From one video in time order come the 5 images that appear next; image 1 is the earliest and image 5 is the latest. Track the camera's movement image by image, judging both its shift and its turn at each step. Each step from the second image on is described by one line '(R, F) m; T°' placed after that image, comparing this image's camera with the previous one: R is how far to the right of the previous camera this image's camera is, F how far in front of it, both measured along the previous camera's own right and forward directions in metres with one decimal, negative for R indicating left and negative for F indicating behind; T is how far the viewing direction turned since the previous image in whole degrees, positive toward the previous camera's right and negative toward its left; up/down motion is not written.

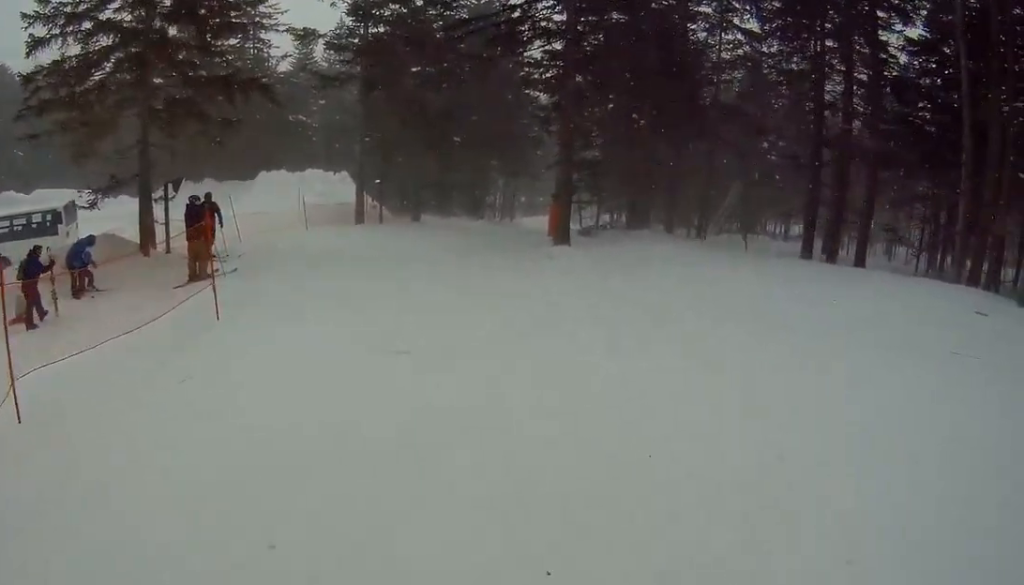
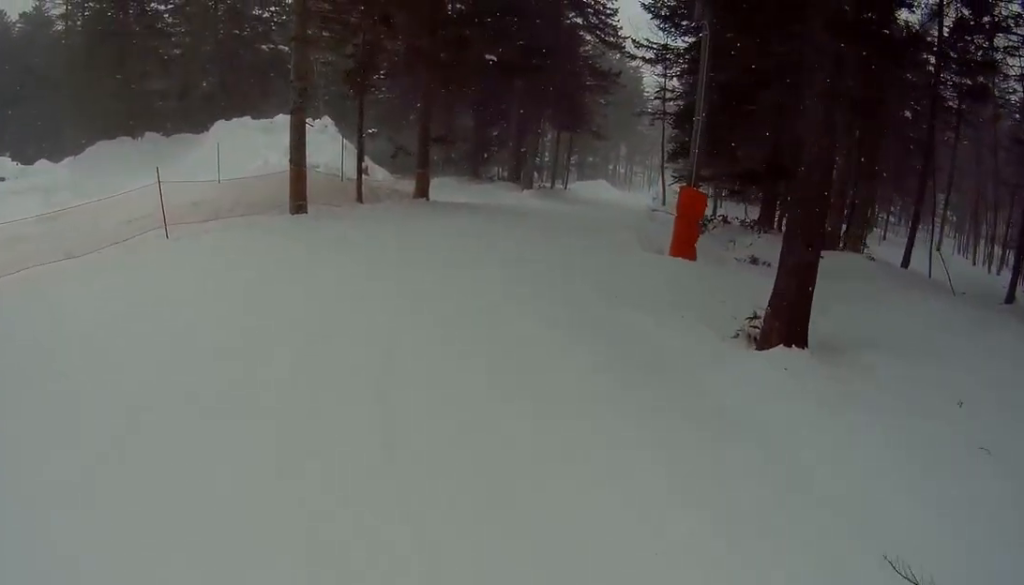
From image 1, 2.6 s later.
(+0.6, +13.9) m; -8°
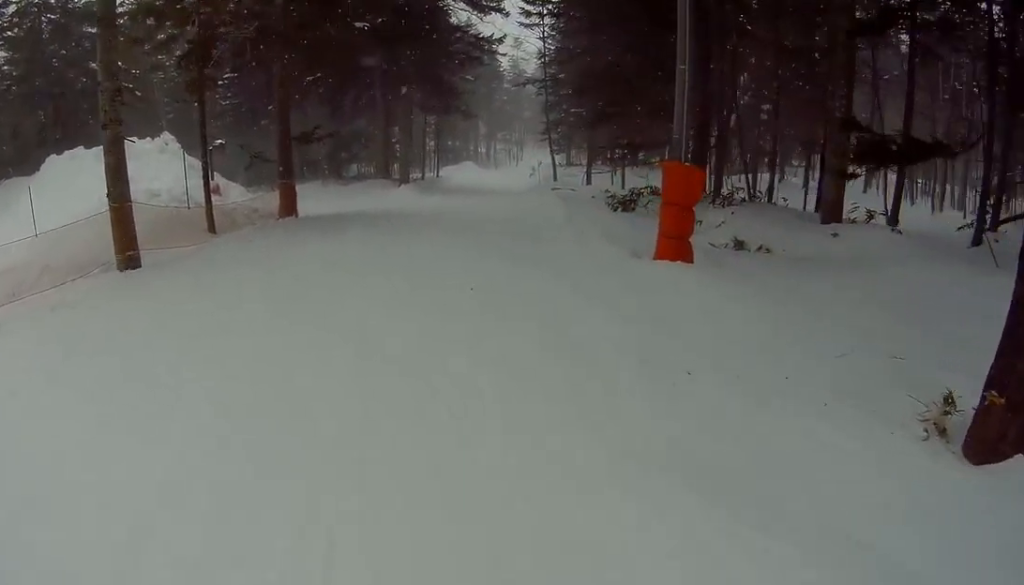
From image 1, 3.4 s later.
(-0.4, +3.3) m; +6°
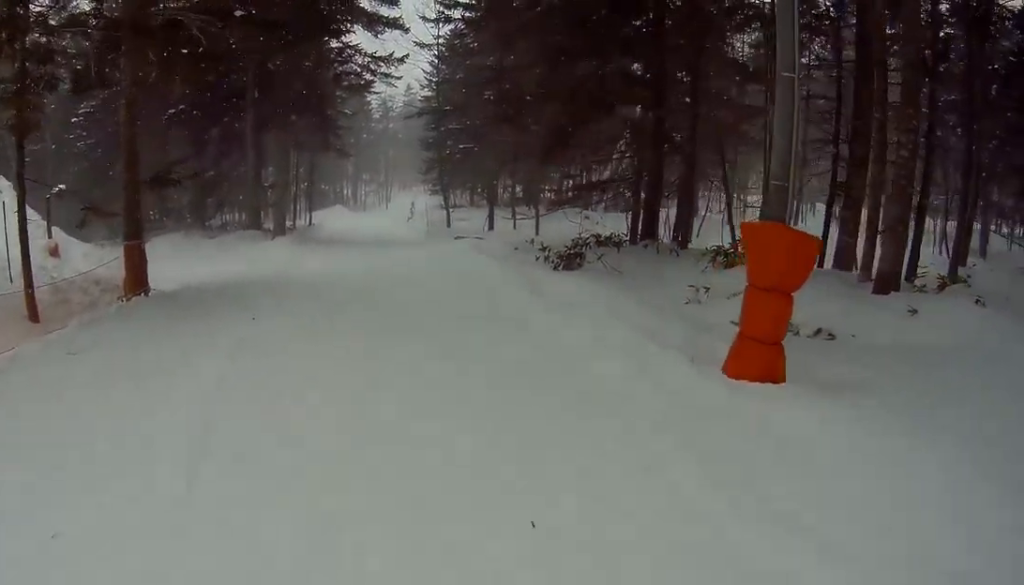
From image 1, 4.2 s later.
(+0.5, +3.3) m; +16°
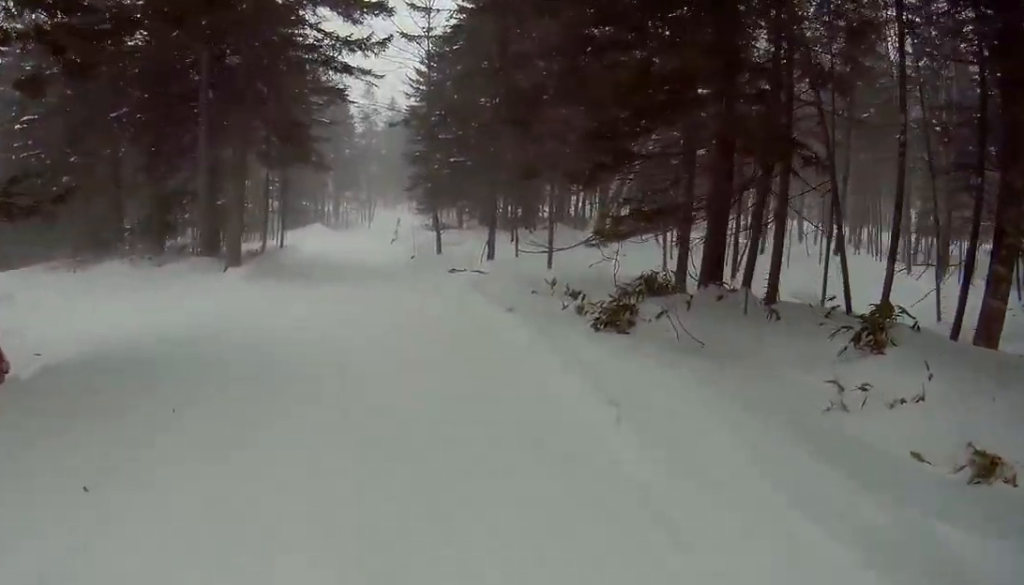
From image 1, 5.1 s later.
(+0.7, +3.5) m; +11°
